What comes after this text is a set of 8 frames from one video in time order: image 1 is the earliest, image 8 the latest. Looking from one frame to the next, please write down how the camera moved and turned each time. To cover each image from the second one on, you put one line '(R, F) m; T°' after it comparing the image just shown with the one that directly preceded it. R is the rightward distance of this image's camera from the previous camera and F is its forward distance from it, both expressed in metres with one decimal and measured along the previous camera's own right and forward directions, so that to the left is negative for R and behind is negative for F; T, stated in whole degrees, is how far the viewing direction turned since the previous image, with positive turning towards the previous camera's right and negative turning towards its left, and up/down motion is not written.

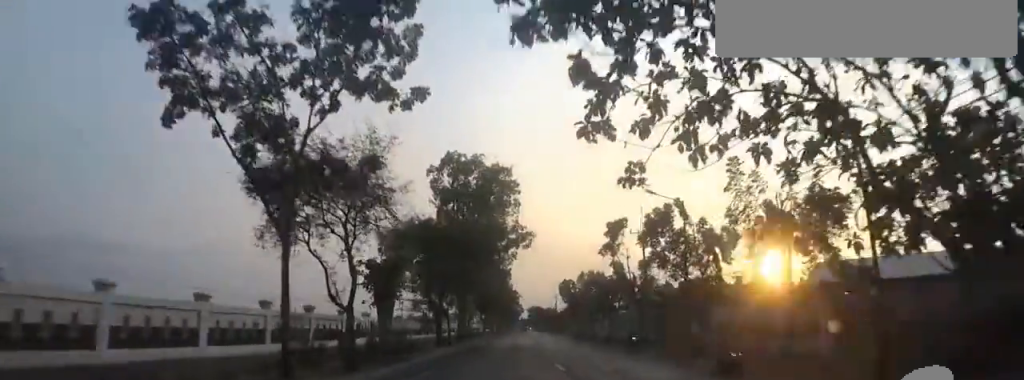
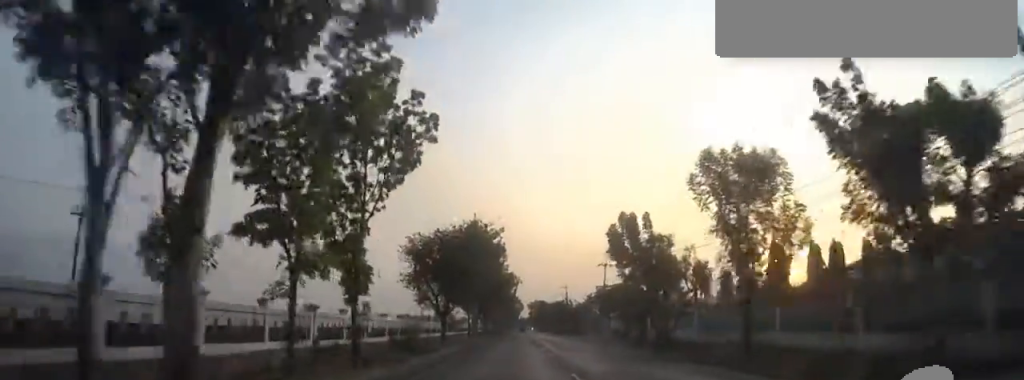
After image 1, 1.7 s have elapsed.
(+0.8, +36.6) m; -2°
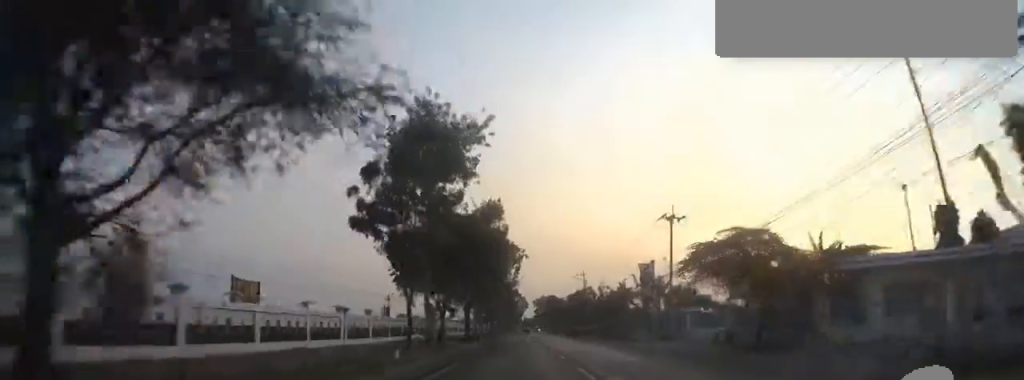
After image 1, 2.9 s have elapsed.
(-0.9, +28.1) m; -1°
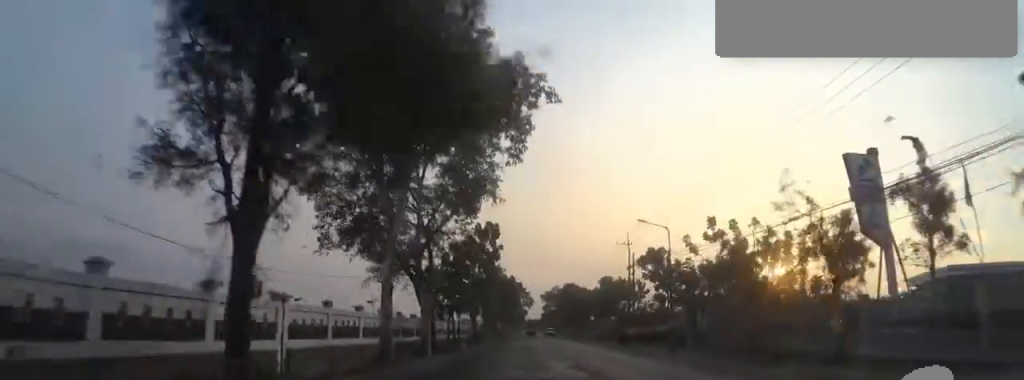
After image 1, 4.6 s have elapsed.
(+0.5, +35.6) m; 0°
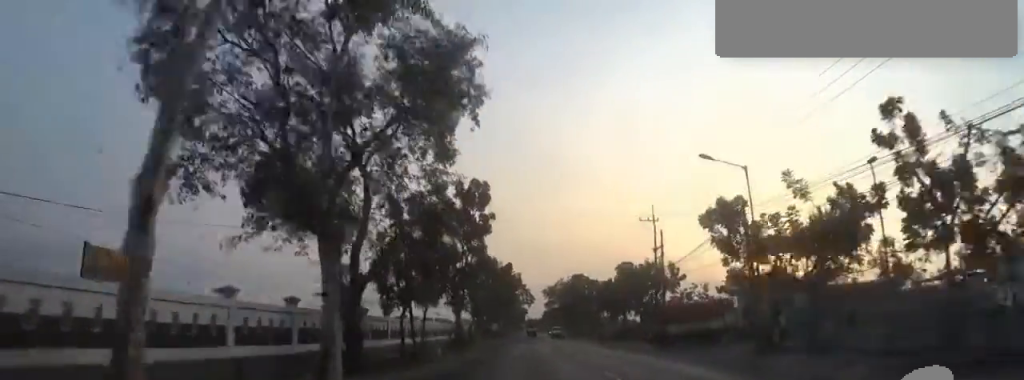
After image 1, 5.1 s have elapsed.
(-0.2, +11.6) m; 0°
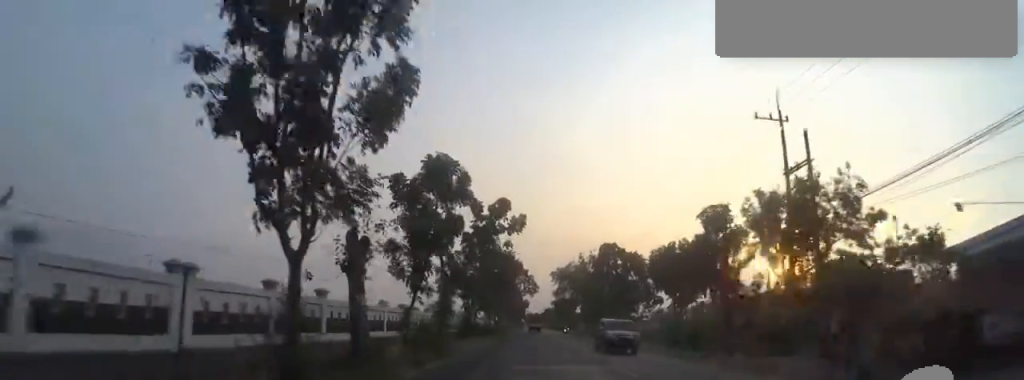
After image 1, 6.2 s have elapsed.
(+0.2, +23.0) m; +1°
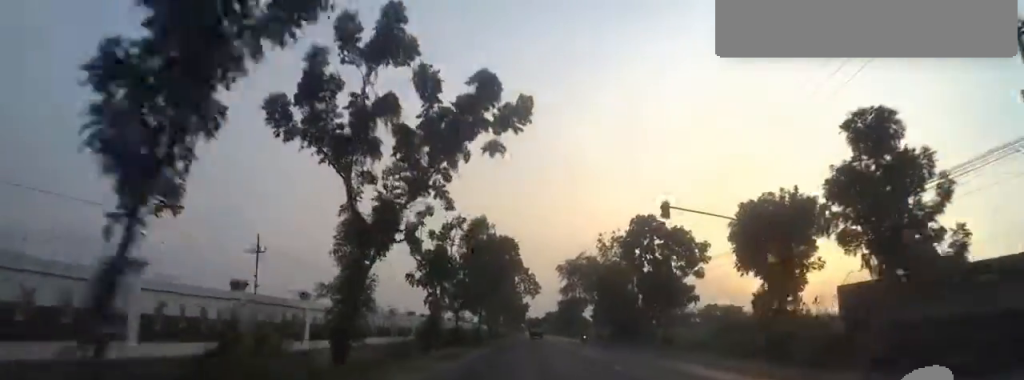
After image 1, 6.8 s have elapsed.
(+0.3, +13.6) m; 0°
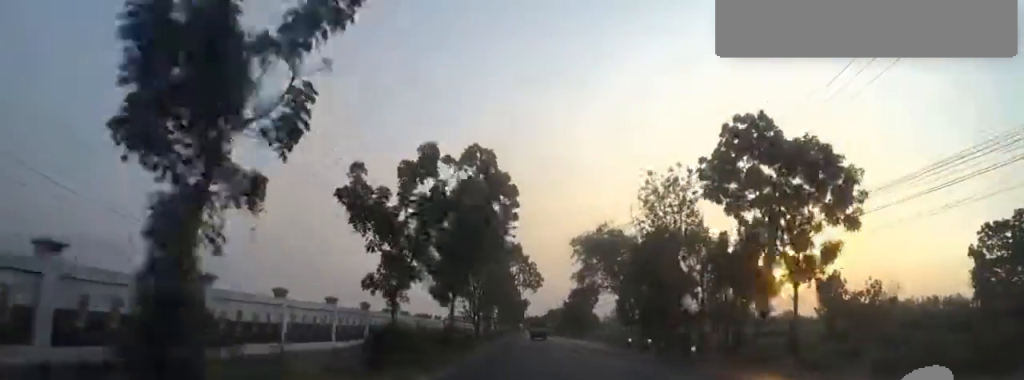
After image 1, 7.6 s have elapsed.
(-0.6, +16.5) m; 0°
